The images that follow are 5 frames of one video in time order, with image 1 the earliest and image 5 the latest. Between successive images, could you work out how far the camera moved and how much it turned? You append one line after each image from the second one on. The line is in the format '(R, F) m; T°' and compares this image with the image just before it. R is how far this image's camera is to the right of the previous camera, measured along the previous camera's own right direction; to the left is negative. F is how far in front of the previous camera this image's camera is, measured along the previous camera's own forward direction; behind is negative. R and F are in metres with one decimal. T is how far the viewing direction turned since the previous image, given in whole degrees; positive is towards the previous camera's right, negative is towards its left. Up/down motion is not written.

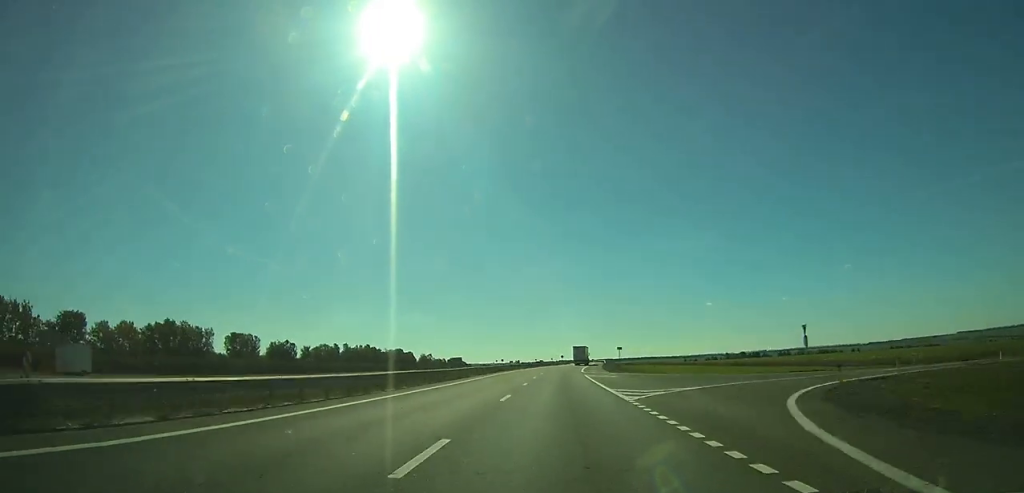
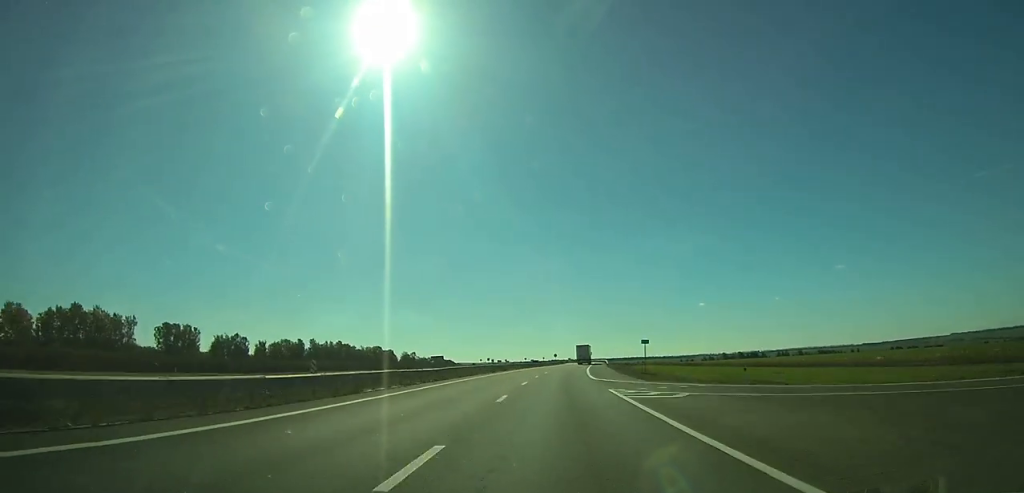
(0.0, +24.8) m; +1°
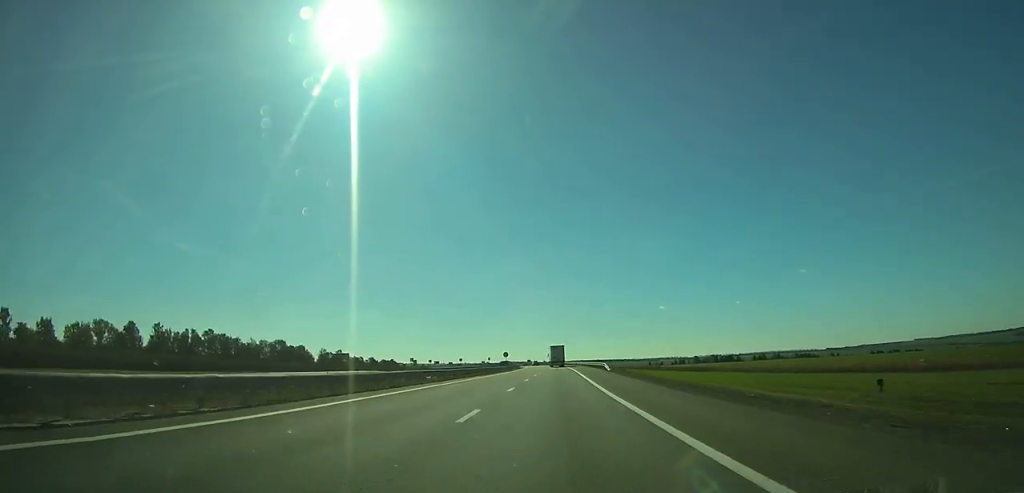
(+1.2, +66.0) m; +3°
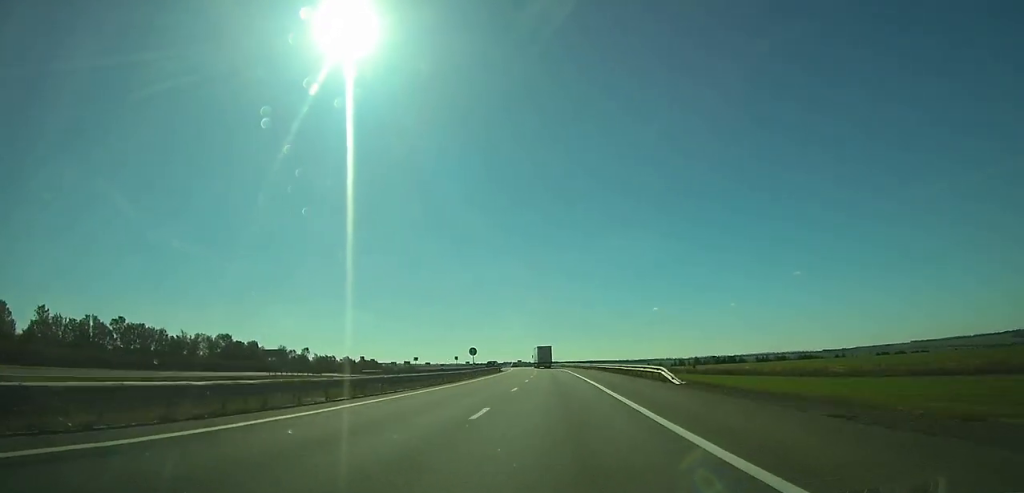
(+0.7, +35.3) m; +1°
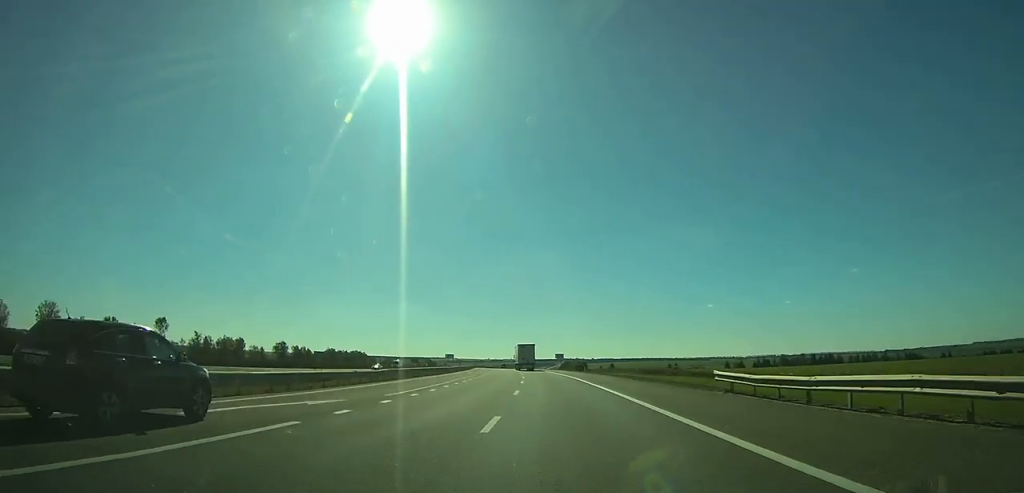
(-0.7, +134.9) m; -3°
